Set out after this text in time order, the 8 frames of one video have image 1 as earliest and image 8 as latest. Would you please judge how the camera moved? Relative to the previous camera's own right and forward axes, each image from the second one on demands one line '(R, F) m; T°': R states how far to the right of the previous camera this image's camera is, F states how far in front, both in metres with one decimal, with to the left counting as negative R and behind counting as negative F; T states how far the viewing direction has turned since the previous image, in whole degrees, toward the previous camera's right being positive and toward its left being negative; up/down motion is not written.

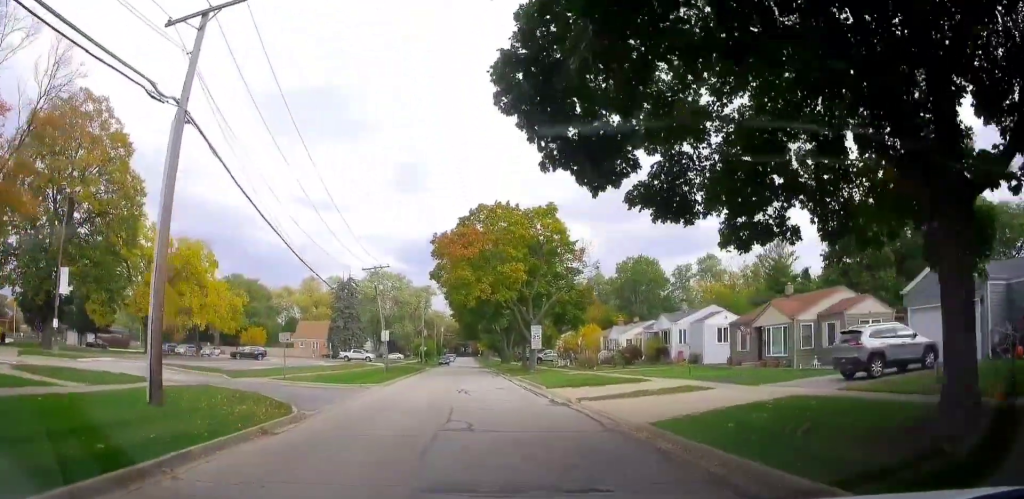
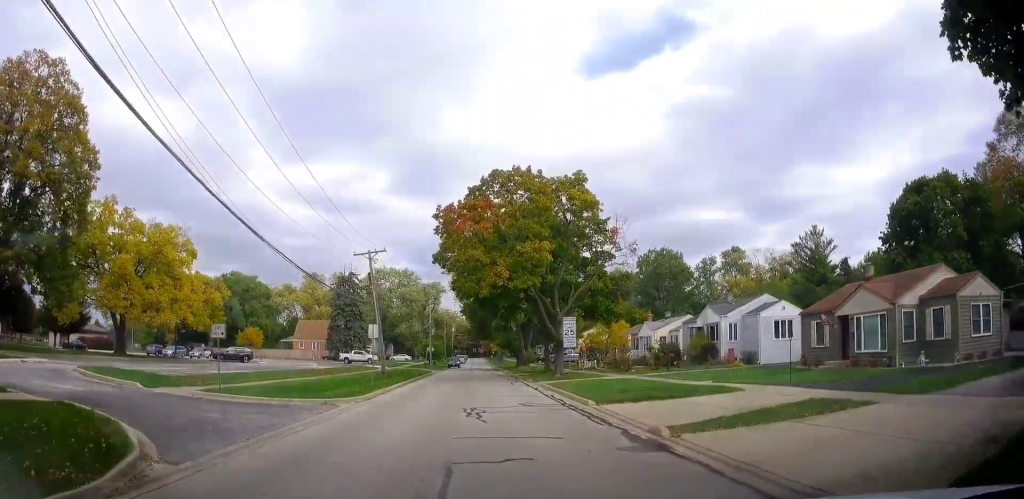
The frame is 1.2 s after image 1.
(-0.1, +6.1) m; -1°
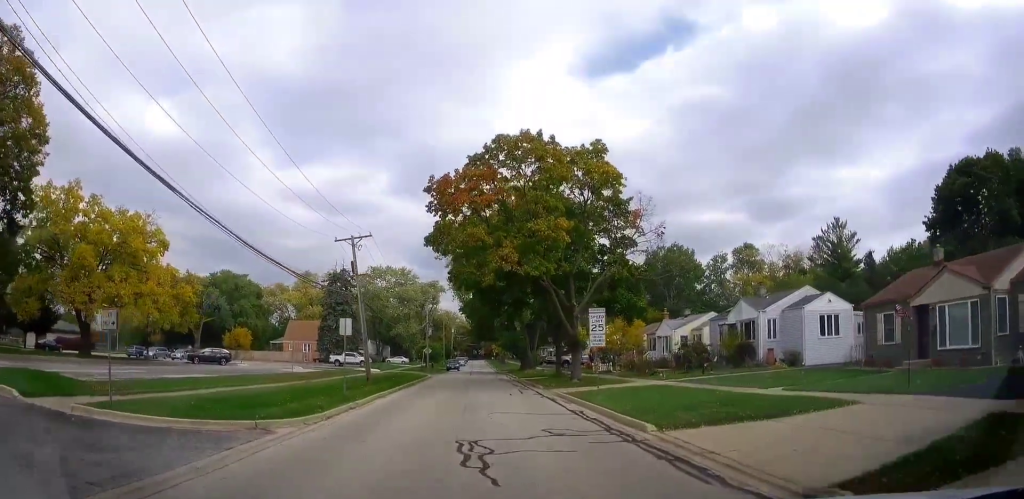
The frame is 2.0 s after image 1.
(0.0, +4.6) m; 0°
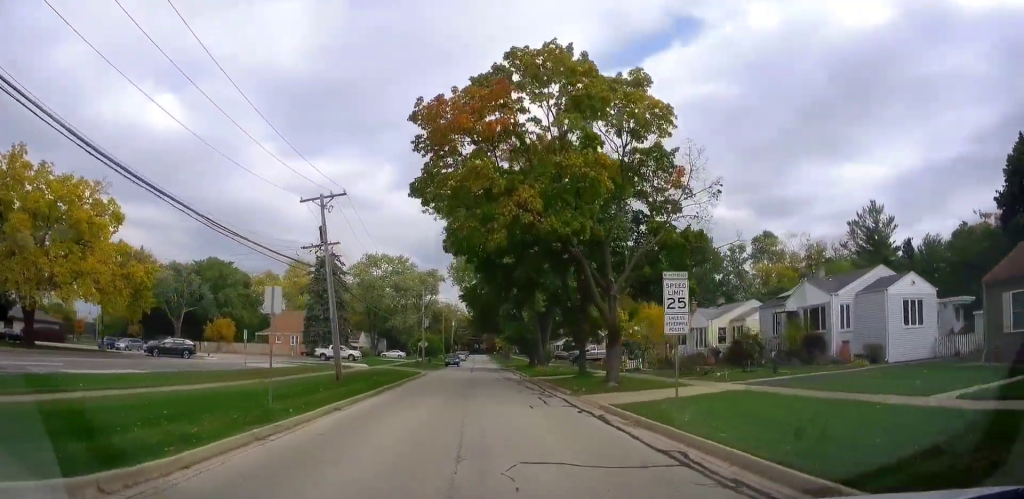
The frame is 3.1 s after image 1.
(0.0, +6.6) m; -1°
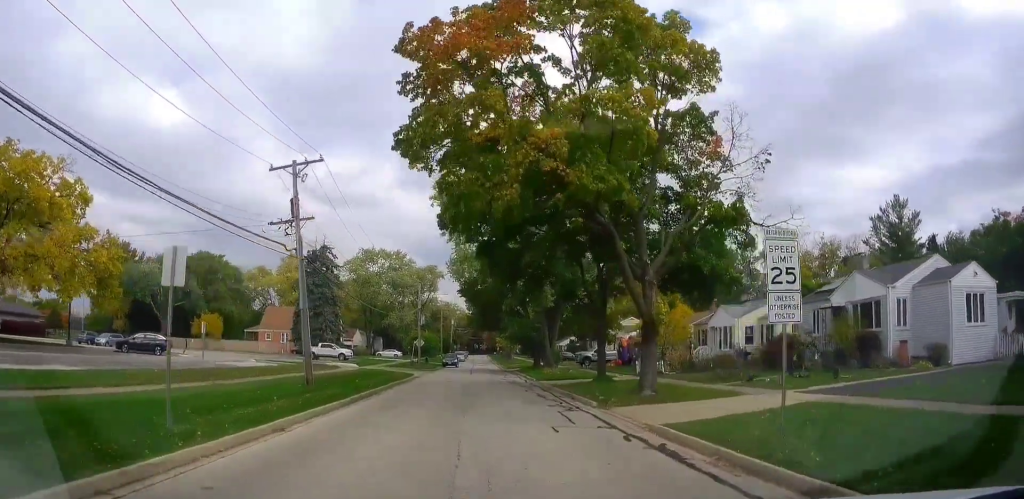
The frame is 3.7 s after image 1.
(0.0, +4.0) m; 0°
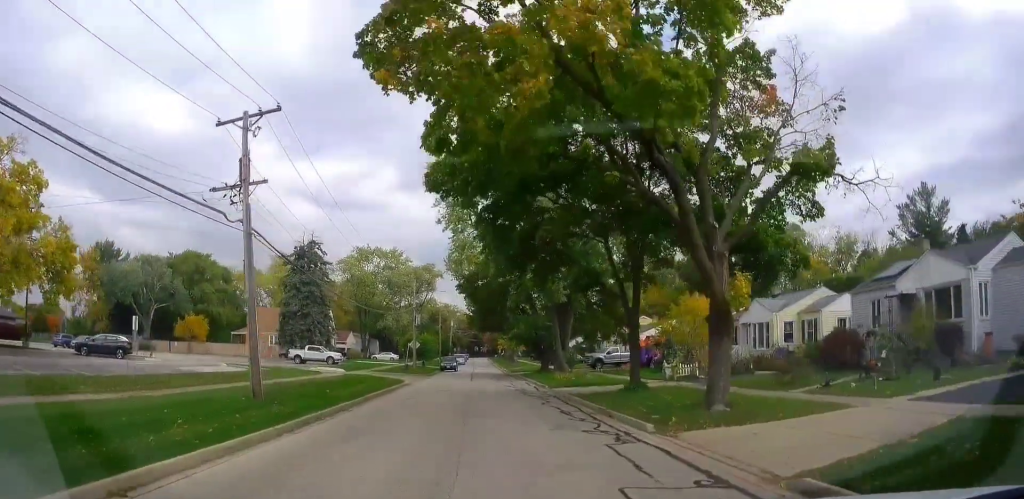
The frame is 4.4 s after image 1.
(-0.1, +4.4) m; -1°
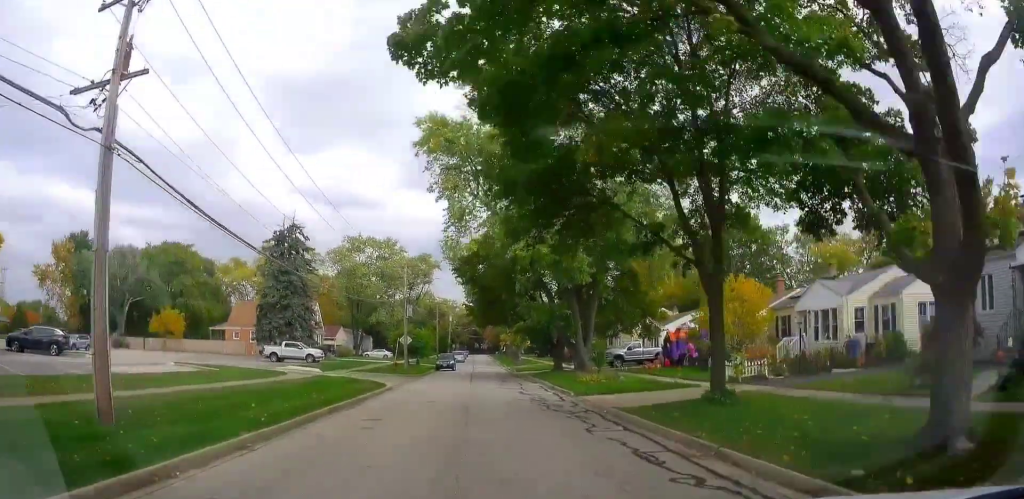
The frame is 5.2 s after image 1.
(0.0, +5.7) m; +2°
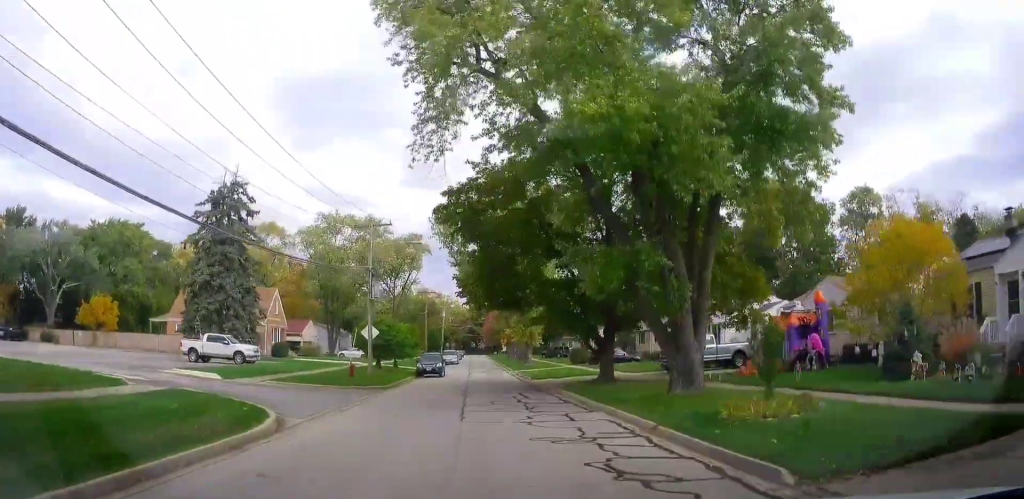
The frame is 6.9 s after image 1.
(+0.2, +11.8) m; -1°
